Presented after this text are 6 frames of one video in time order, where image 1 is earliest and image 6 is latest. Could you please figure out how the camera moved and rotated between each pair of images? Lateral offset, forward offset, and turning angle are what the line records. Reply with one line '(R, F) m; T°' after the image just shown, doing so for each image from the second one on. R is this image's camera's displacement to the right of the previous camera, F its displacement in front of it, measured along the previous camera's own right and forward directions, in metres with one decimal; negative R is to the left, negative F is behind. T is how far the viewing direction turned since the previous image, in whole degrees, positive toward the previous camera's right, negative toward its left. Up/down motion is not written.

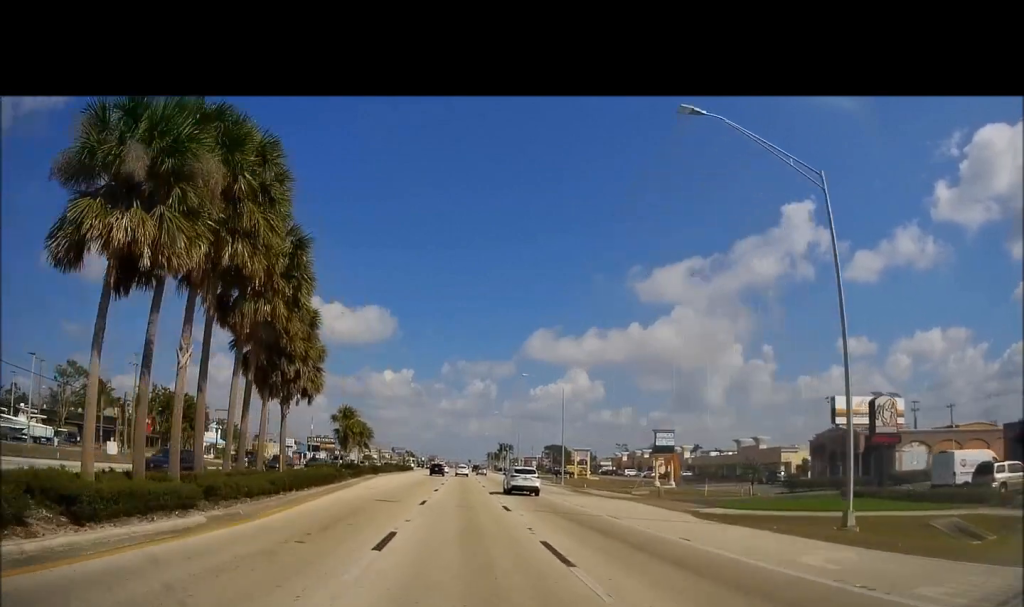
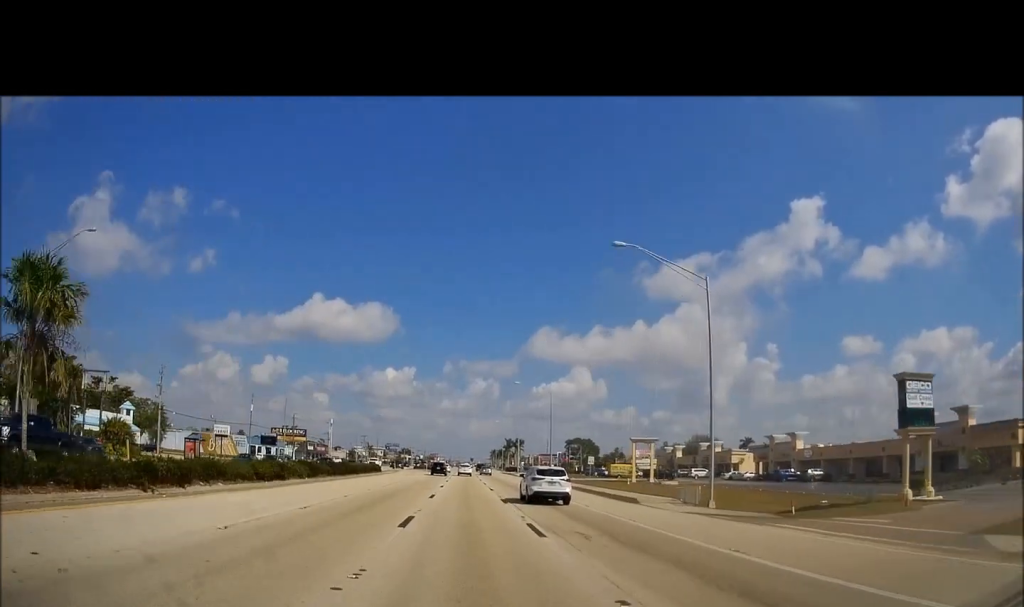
(0.0, +45.0) m; 0°
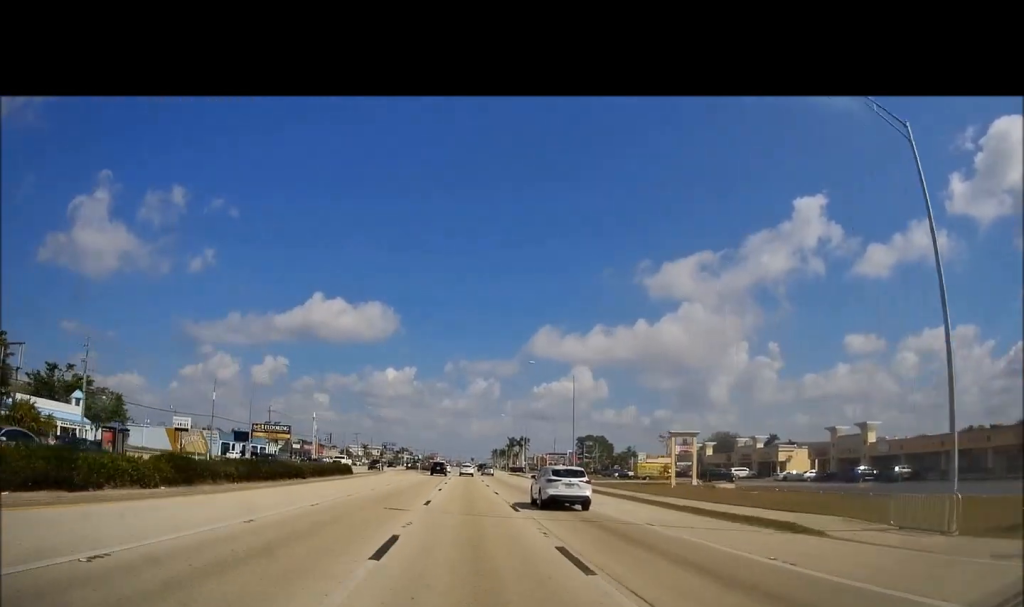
(0.0, +17.1) m; 0°
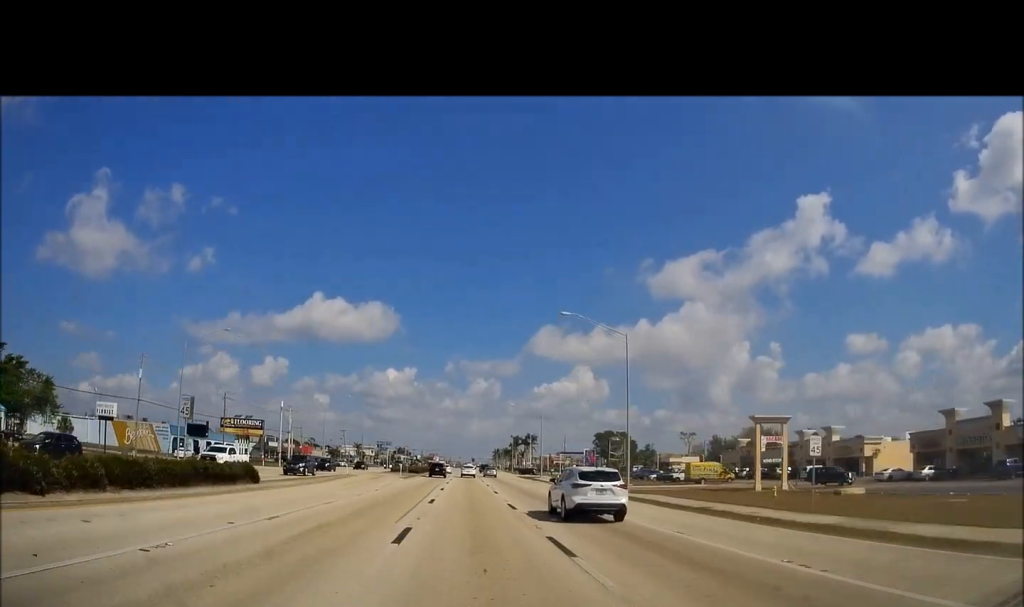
(-0.3, +22.5) m; 0°
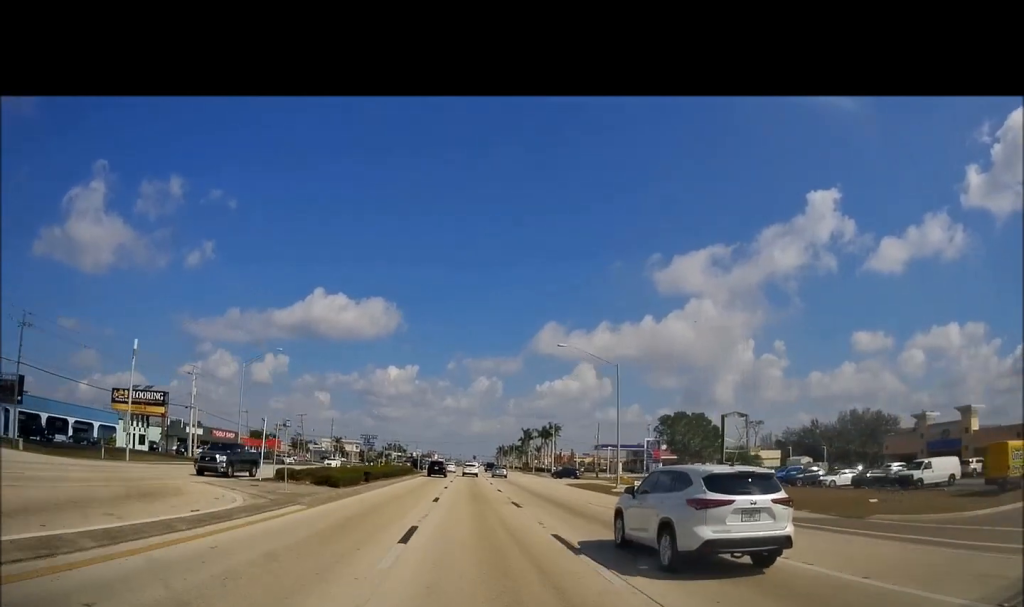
(+1.0, +48.2) m; +2°
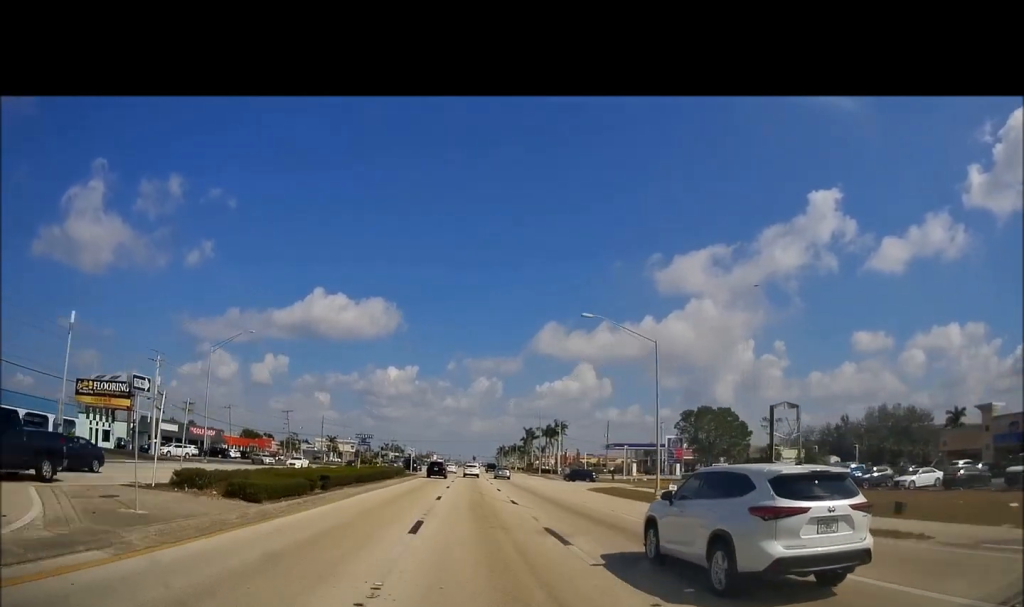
(0.0, +10.6) m; 0°
